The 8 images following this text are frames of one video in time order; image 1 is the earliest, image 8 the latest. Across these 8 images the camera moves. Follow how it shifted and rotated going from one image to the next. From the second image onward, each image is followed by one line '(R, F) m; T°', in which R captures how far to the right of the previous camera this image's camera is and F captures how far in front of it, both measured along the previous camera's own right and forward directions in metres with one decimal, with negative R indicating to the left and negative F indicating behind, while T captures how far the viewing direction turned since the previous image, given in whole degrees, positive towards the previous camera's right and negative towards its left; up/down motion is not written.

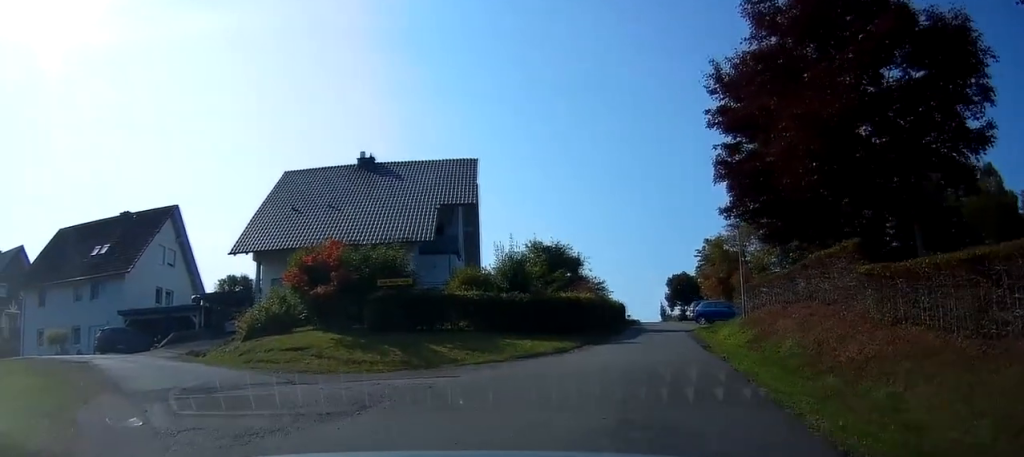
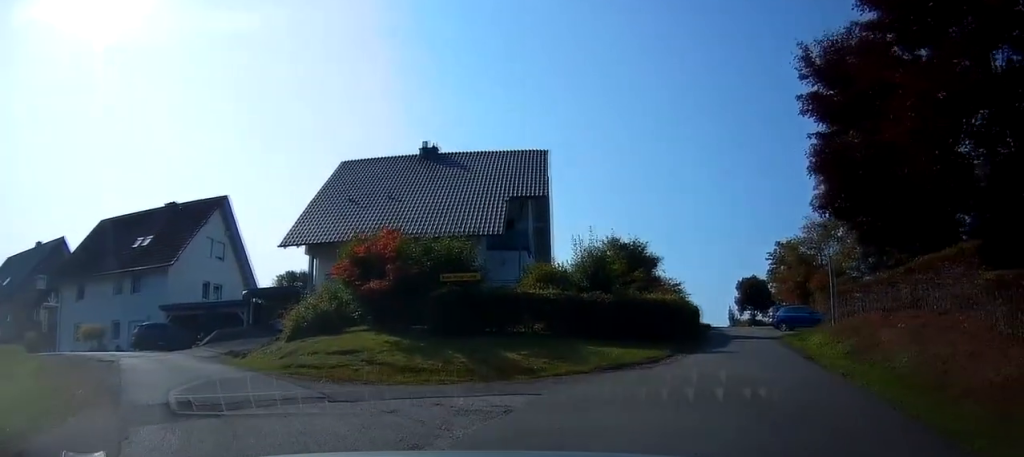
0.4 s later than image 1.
(0.0, +2.4) m; -2°
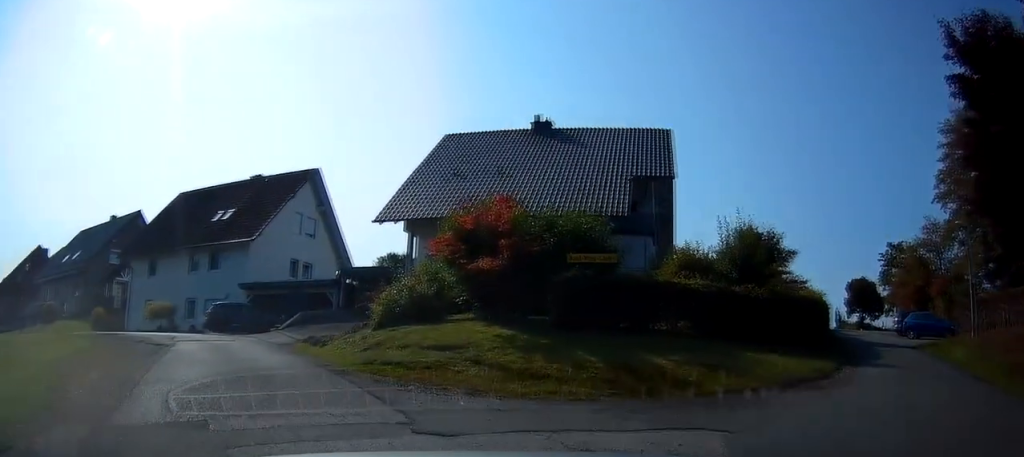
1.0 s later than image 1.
(0.0, +3.3) m; -5°
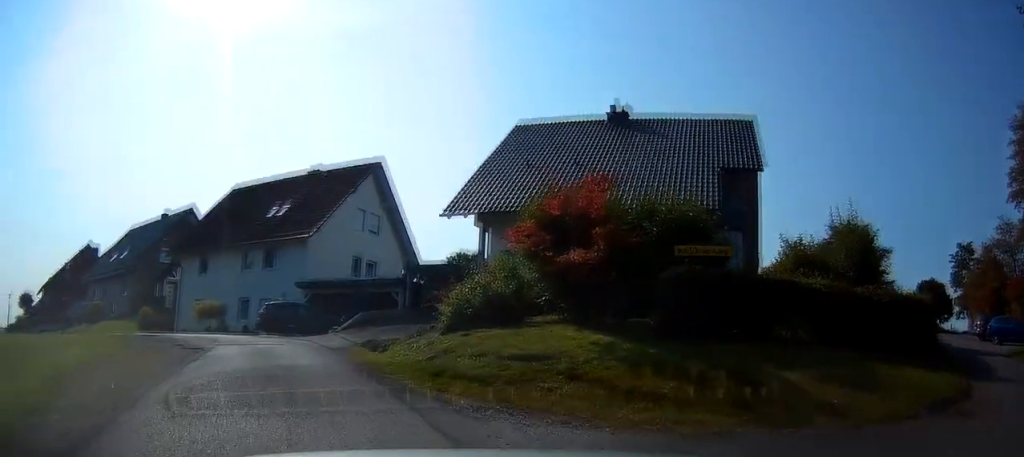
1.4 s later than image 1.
(-0.1, +2.3) m; -6°
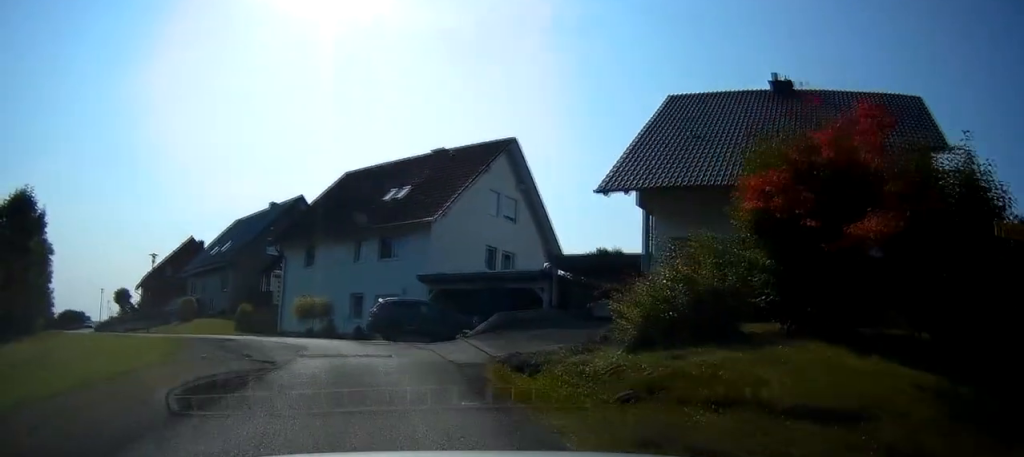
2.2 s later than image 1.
(-0.3, +4.6) m; -17°
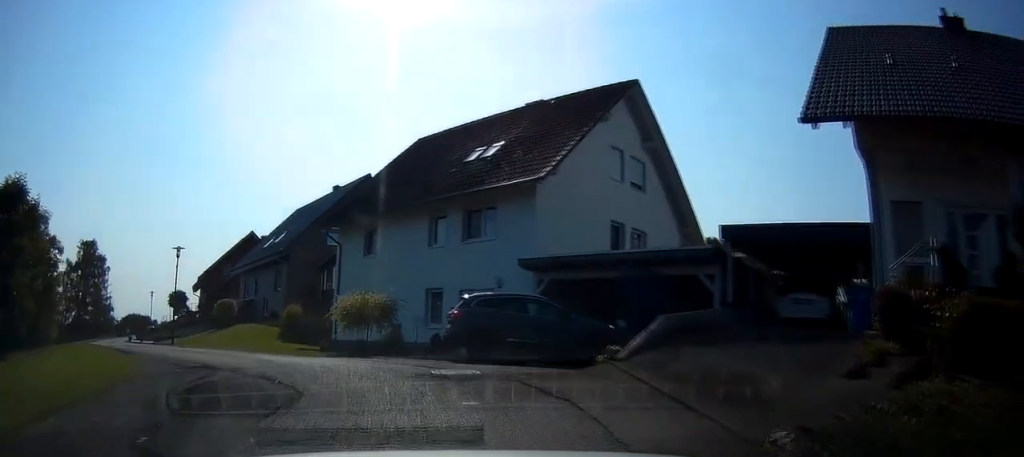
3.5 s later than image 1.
(-2.0, +7.6) m; -19°
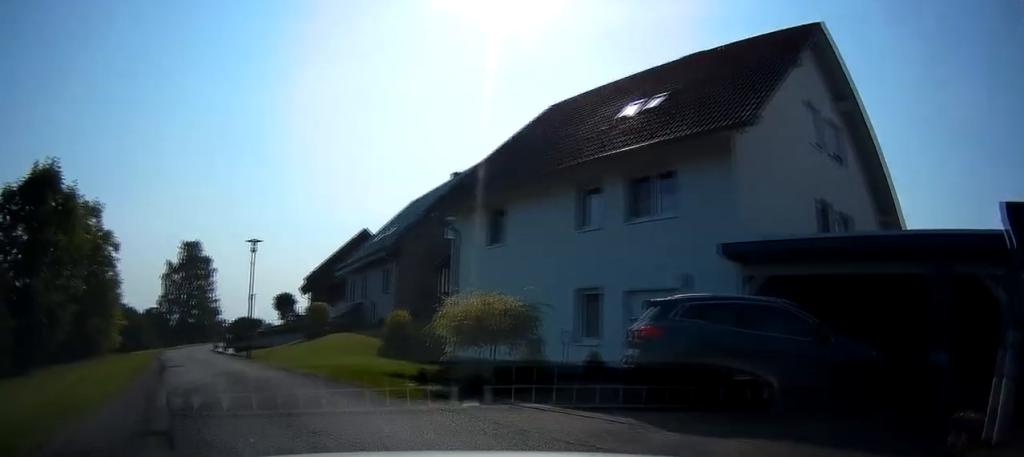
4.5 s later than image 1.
(-0.3, +5.9) m; -6°
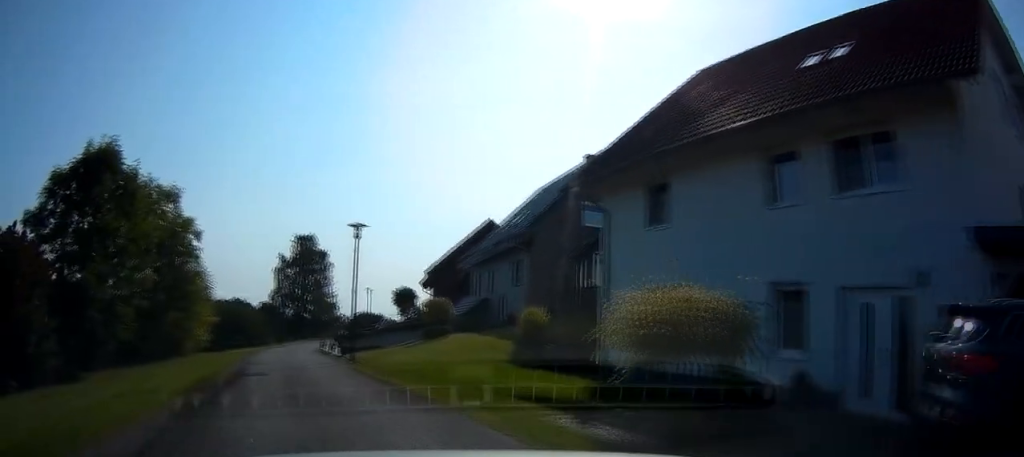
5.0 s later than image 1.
(+0.2, +3.7) m; -7°
